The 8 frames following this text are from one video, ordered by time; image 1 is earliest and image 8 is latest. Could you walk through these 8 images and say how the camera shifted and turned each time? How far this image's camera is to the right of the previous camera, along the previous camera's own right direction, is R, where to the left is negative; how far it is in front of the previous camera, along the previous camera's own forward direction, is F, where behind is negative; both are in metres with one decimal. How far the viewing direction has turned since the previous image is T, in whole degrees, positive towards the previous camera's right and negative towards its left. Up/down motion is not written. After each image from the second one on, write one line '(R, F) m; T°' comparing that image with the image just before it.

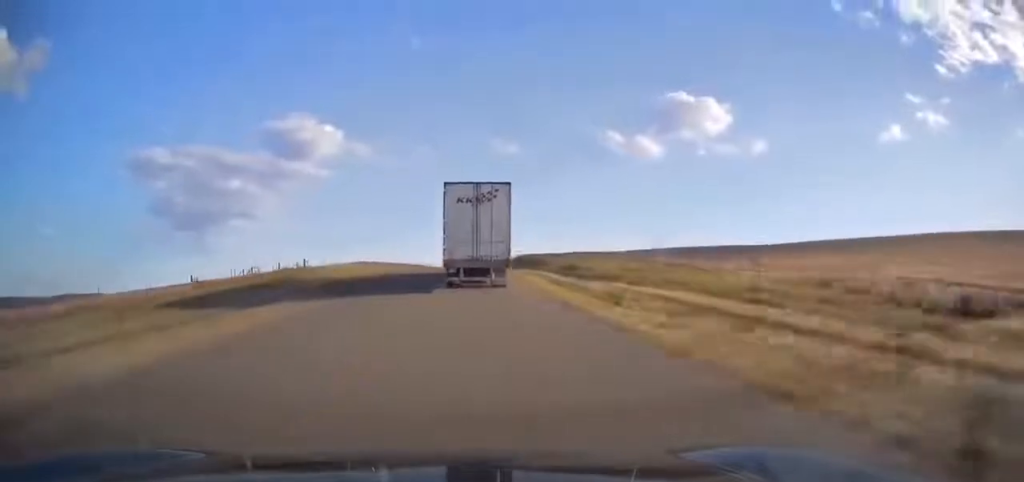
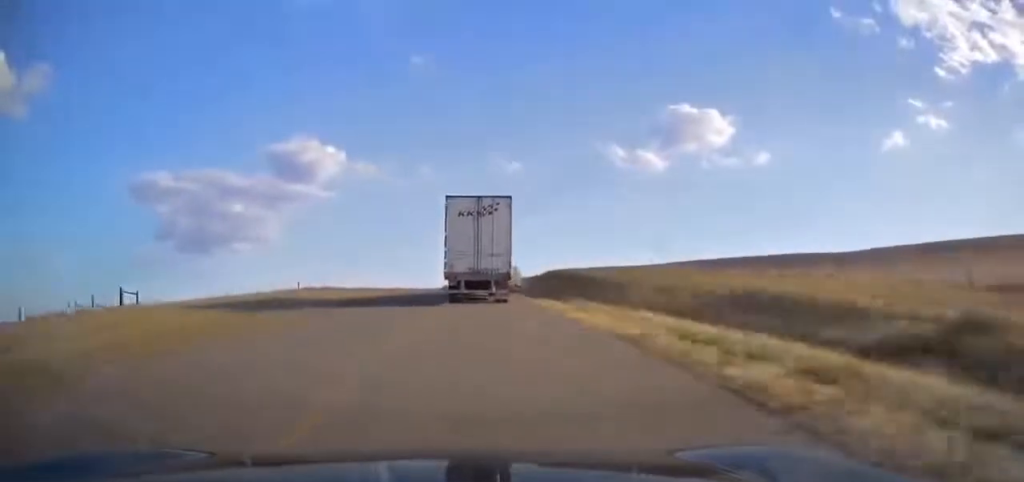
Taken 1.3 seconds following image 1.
(+0.1, +35.6) m; -1°
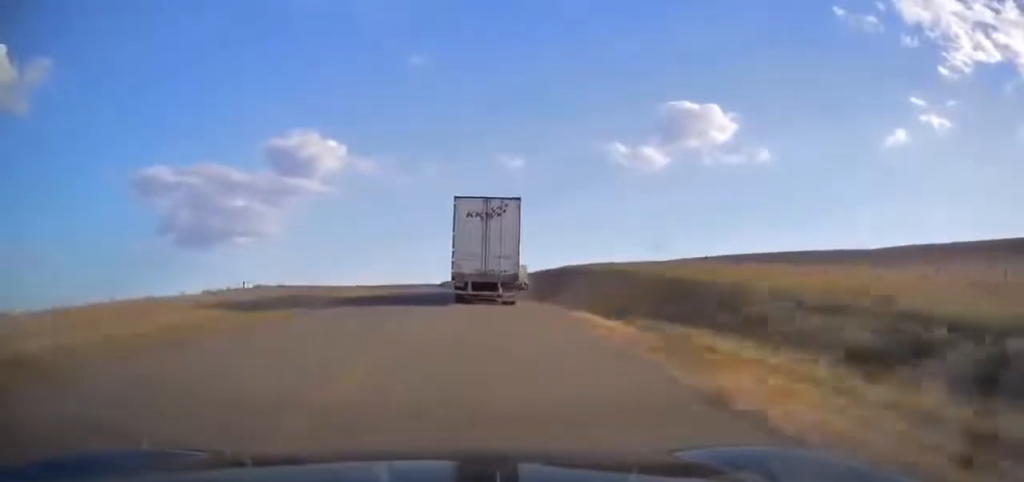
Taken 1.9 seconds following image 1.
(-0.2, +14.9) m; -1°
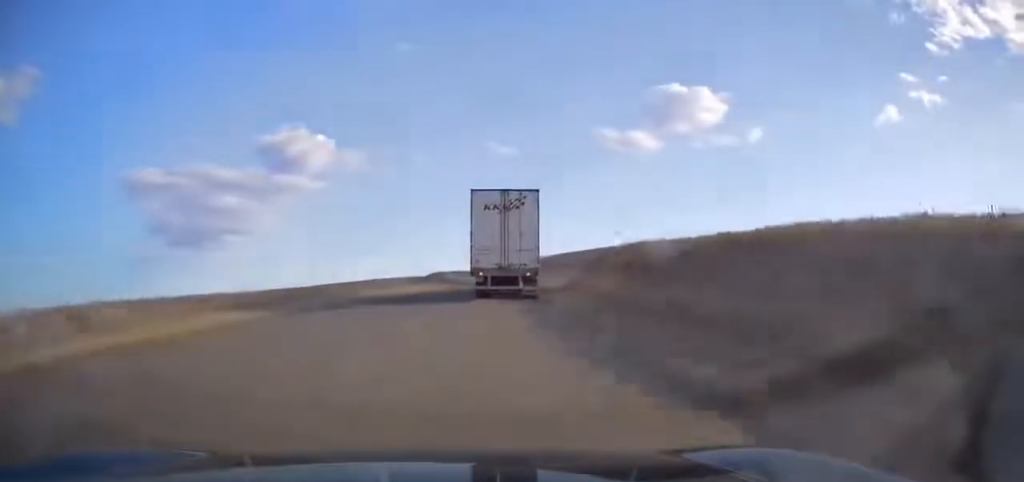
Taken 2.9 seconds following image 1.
(+0.1, +26.8) m; +1°
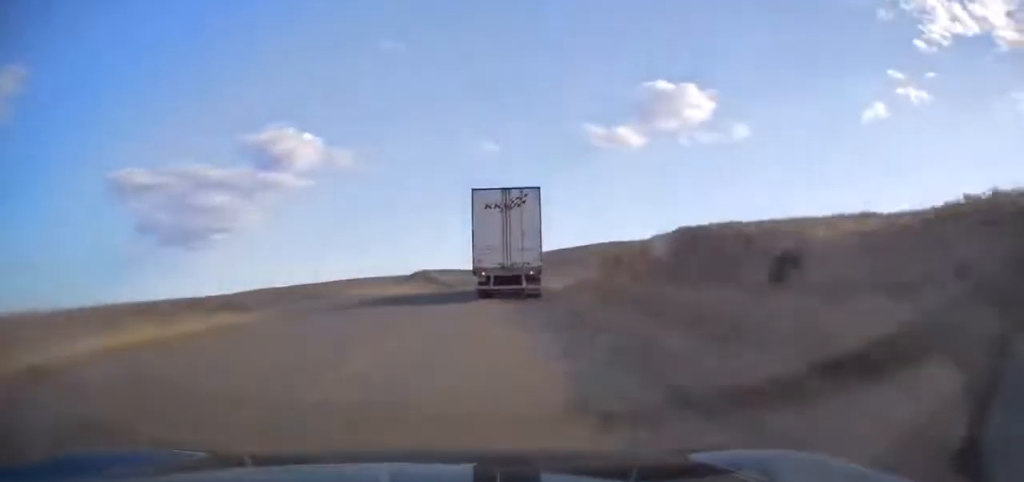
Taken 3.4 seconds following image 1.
(+0.3, +11.8) m; +1°
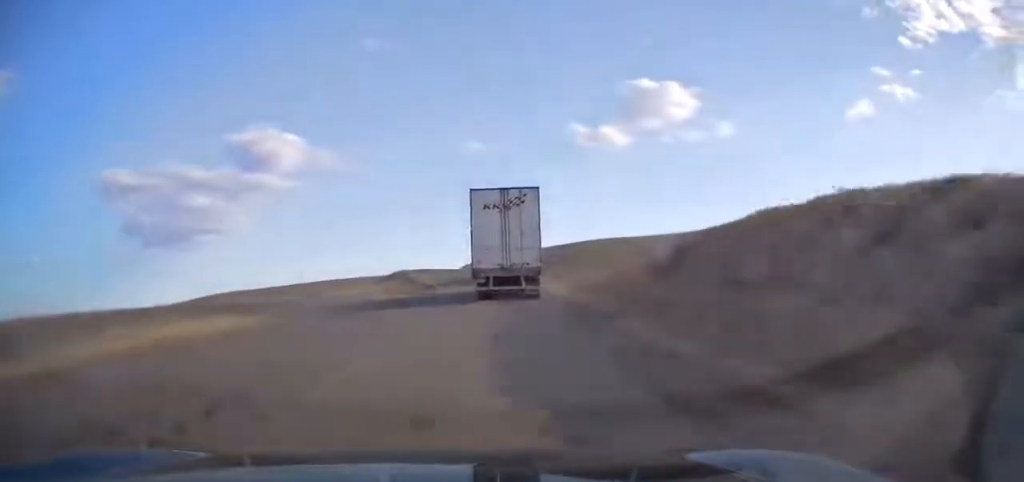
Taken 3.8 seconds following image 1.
(+0.1, +10.1) m; +1°
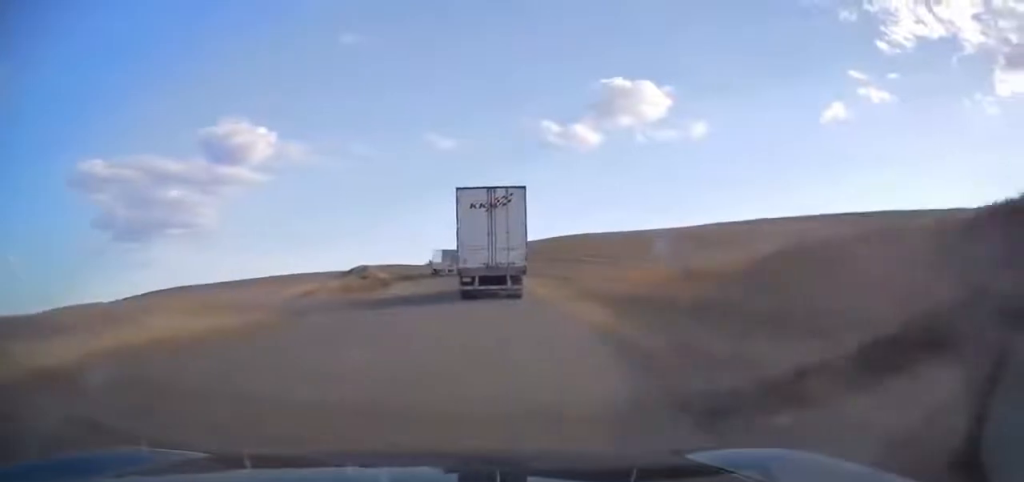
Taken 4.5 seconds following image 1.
(0.0, +16.5) m; +2°
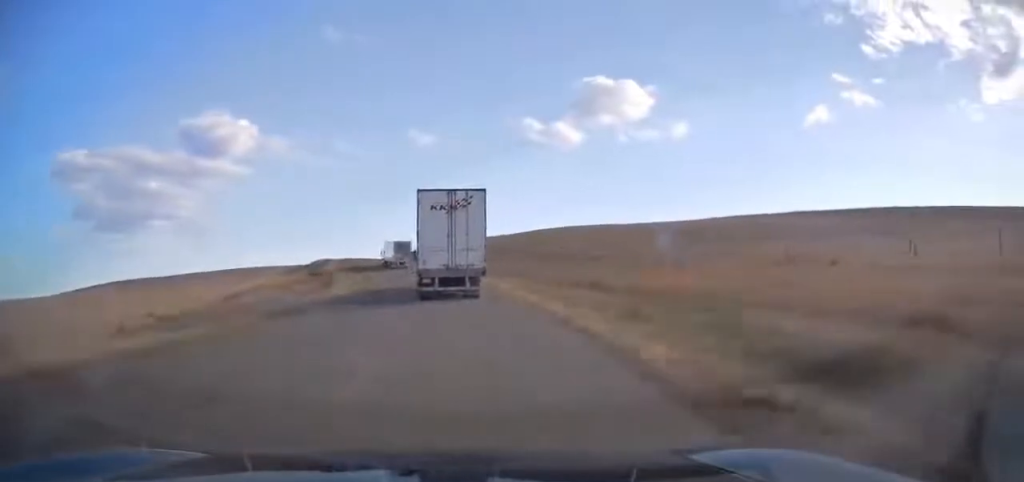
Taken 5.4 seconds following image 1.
(+0.8, +21.6) m; +2°
